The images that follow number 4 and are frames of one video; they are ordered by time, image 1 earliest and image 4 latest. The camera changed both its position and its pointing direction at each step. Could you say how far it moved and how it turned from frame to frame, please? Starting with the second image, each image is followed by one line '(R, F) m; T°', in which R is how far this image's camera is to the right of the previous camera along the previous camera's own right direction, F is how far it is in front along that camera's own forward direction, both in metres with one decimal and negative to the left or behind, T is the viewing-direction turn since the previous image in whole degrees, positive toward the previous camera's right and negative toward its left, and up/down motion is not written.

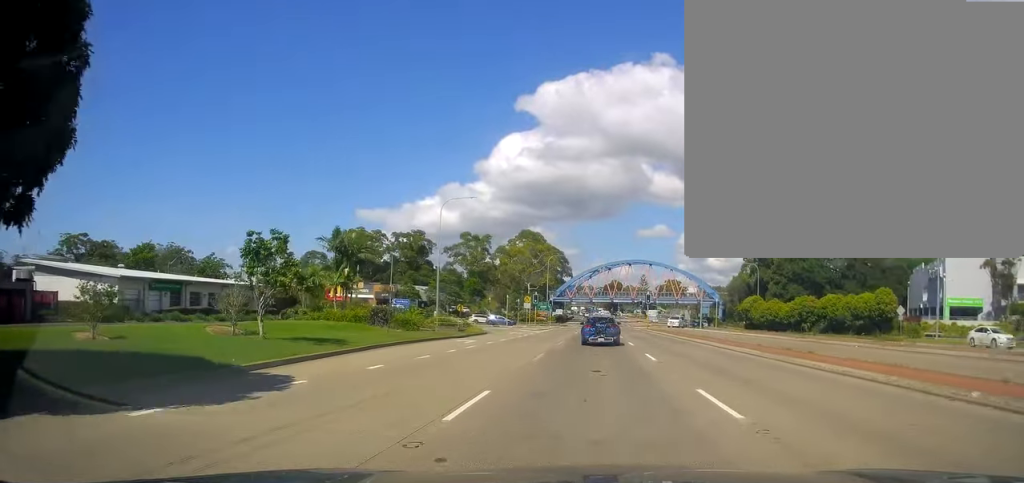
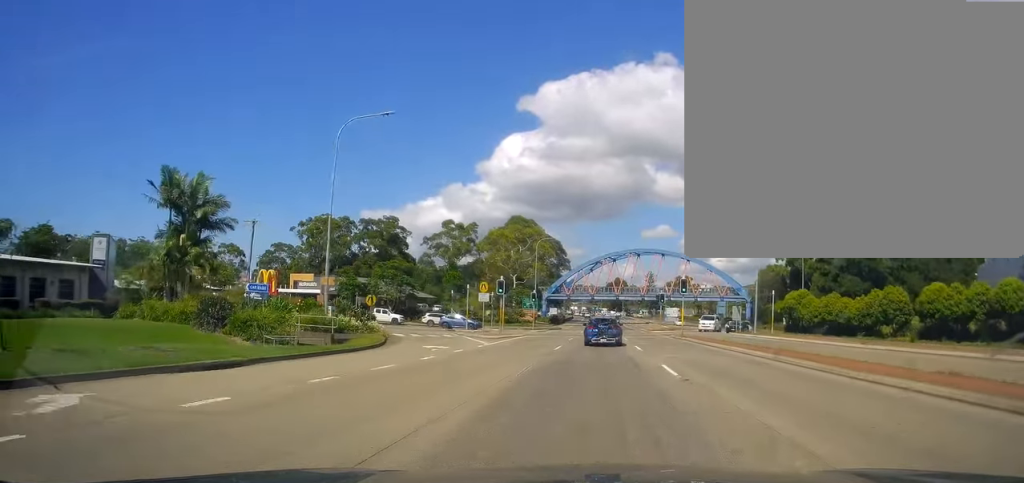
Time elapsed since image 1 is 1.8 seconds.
(-1.5, +27.1) m; -1°
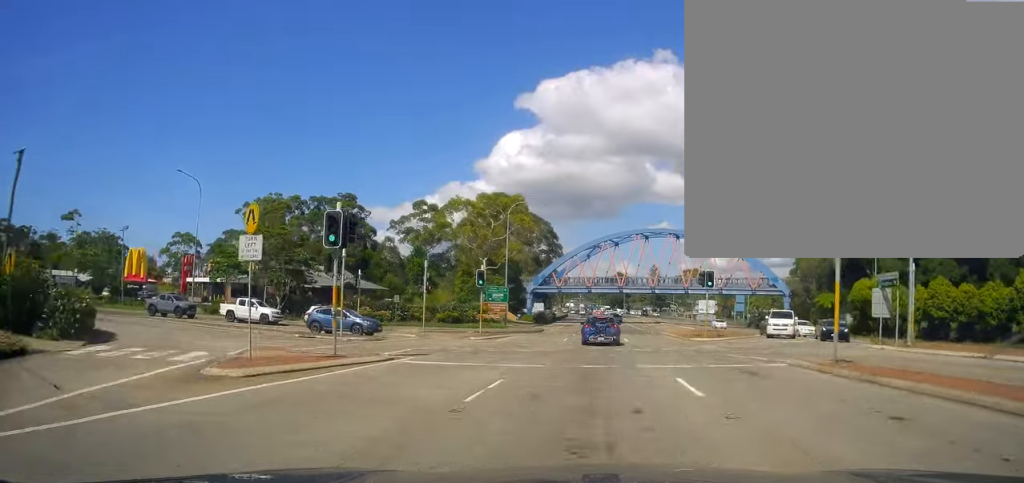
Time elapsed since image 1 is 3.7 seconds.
(+1.1, +28.0) m; +1°
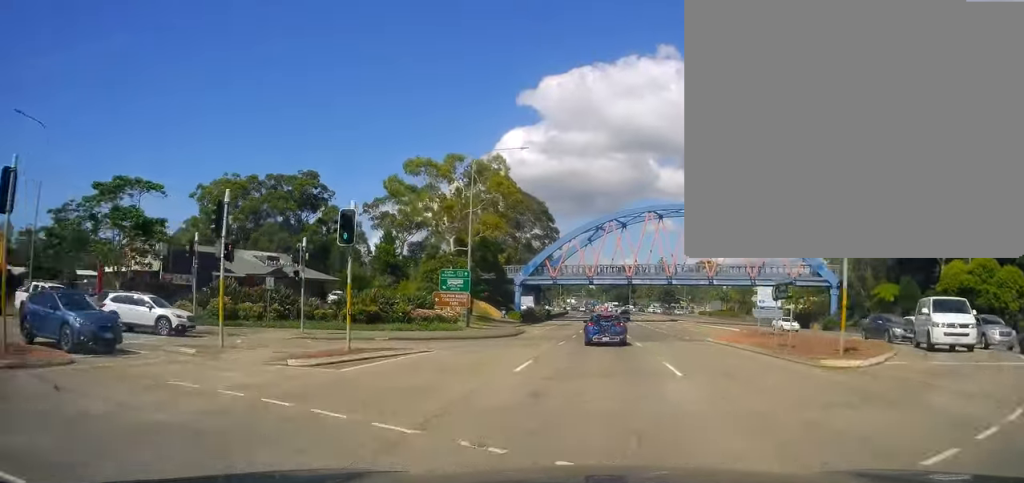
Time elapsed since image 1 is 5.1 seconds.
(-0.3, +20.1) m; -1°
